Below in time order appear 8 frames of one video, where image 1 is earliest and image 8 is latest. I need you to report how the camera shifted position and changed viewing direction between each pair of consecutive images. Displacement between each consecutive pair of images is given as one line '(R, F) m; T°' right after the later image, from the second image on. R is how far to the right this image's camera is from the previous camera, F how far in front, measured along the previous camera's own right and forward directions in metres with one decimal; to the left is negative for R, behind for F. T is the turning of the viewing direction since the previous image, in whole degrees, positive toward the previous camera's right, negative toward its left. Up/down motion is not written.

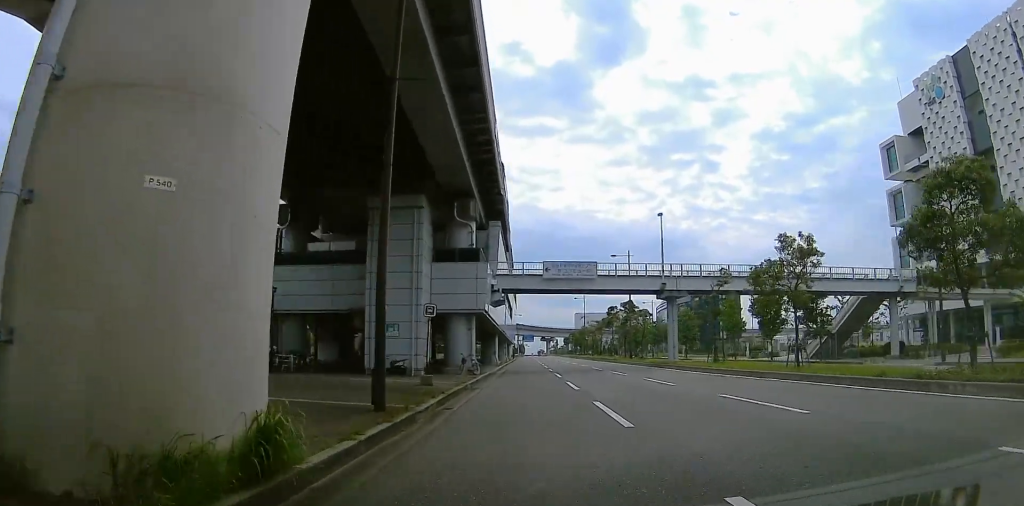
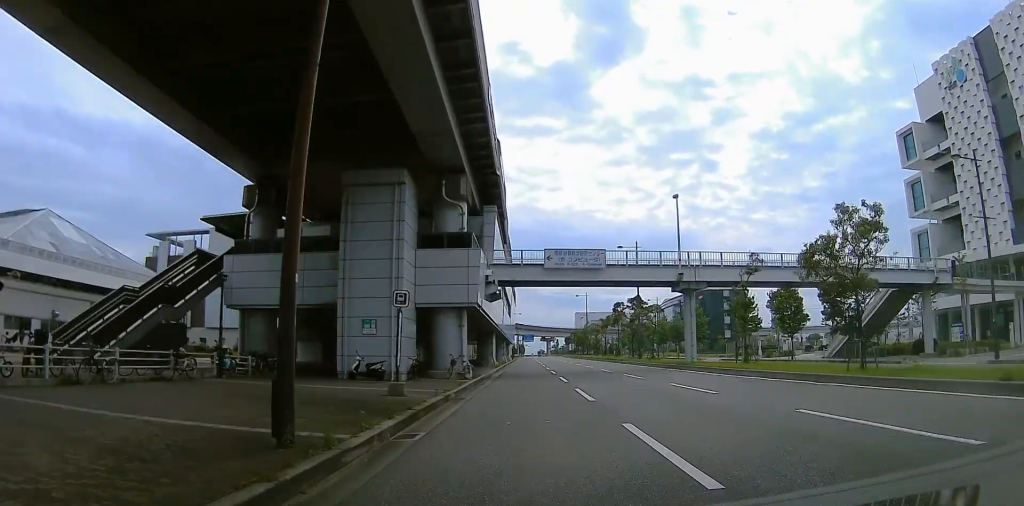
(+0.3, +4.6) m; 0°
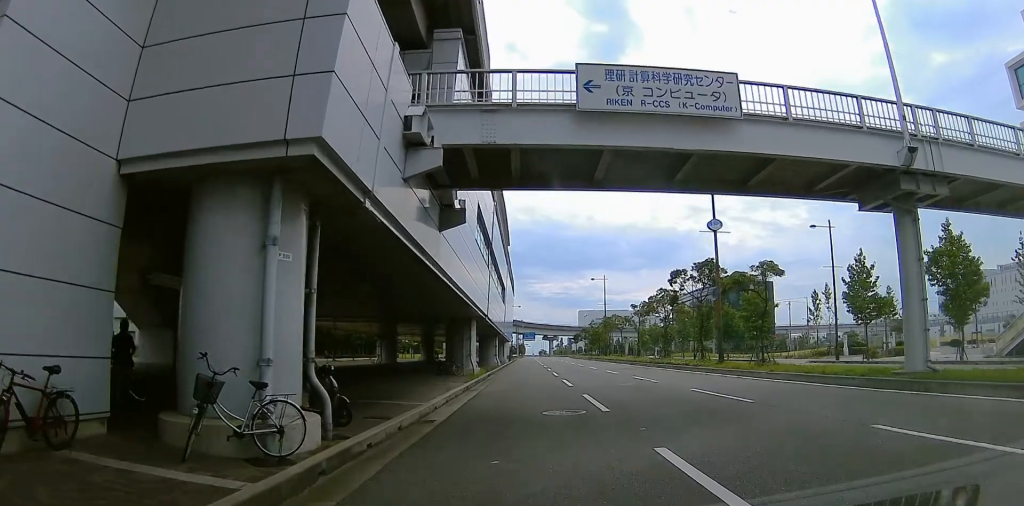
(+1.3, +22.3) m; +3°
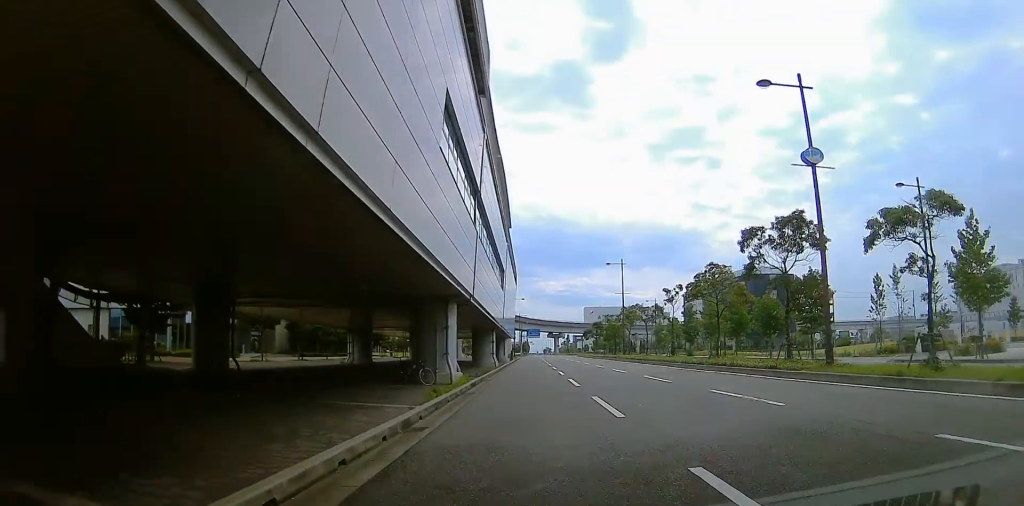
(-1.3, +11.2) m; 0°
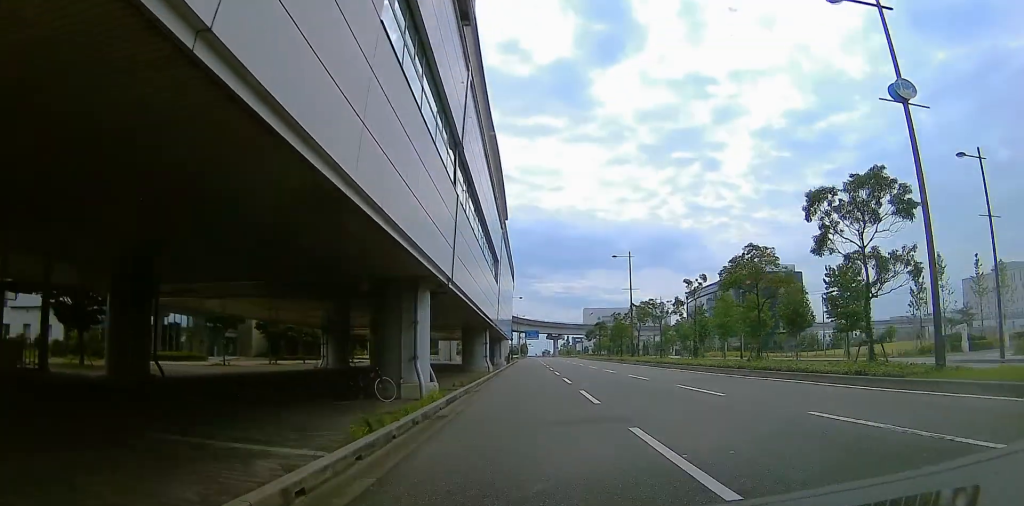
(+0.7, +6.0) m; +4°
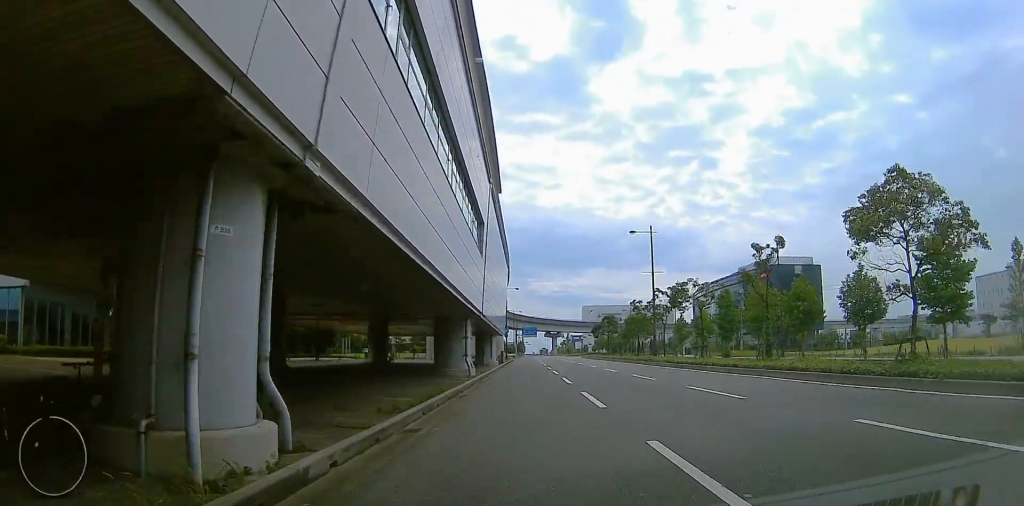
(+0.6, +11.3) m; -1°
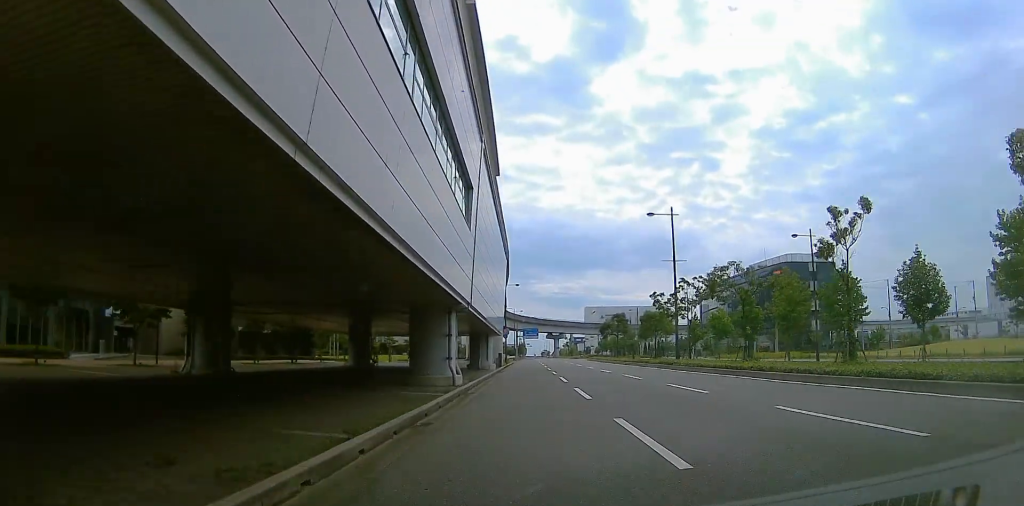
(+0.1, +6.5) m; -3°
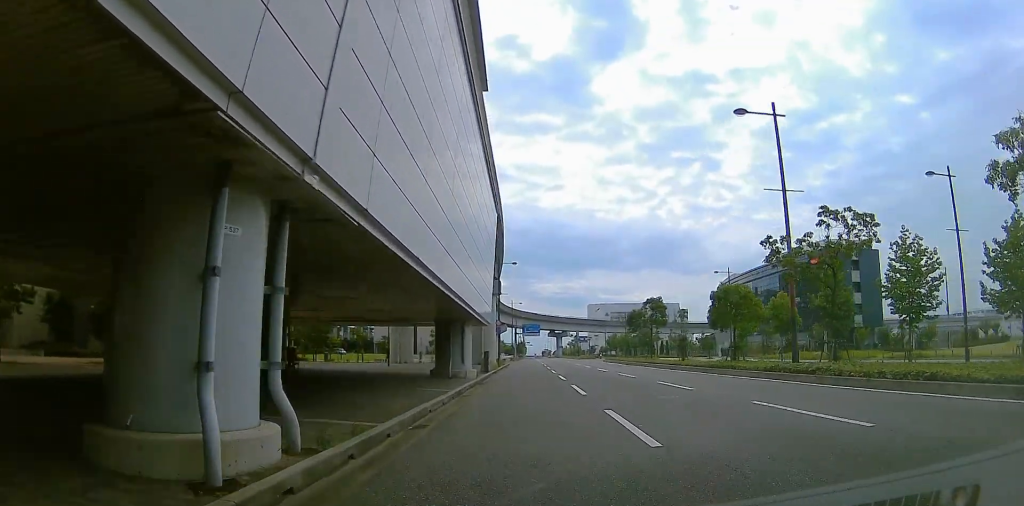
(-0.3, +18.1) m; +2°
